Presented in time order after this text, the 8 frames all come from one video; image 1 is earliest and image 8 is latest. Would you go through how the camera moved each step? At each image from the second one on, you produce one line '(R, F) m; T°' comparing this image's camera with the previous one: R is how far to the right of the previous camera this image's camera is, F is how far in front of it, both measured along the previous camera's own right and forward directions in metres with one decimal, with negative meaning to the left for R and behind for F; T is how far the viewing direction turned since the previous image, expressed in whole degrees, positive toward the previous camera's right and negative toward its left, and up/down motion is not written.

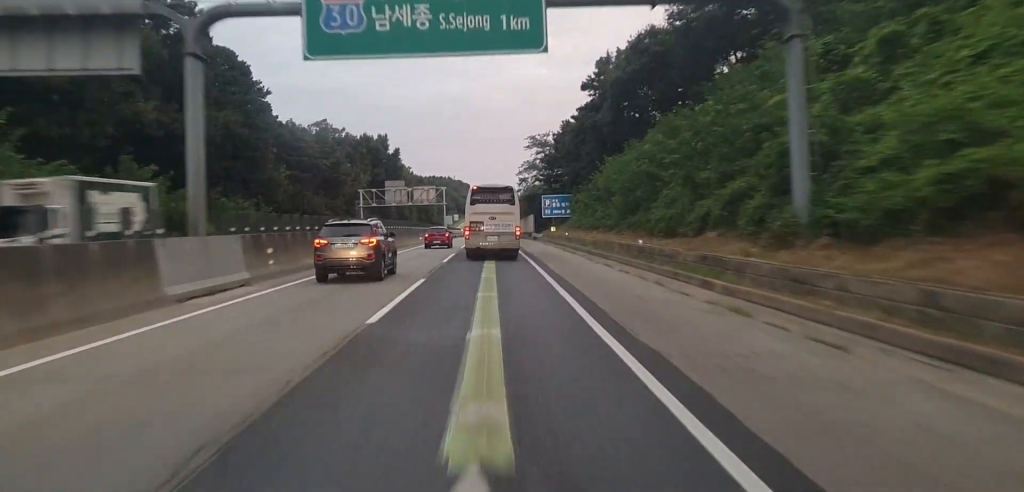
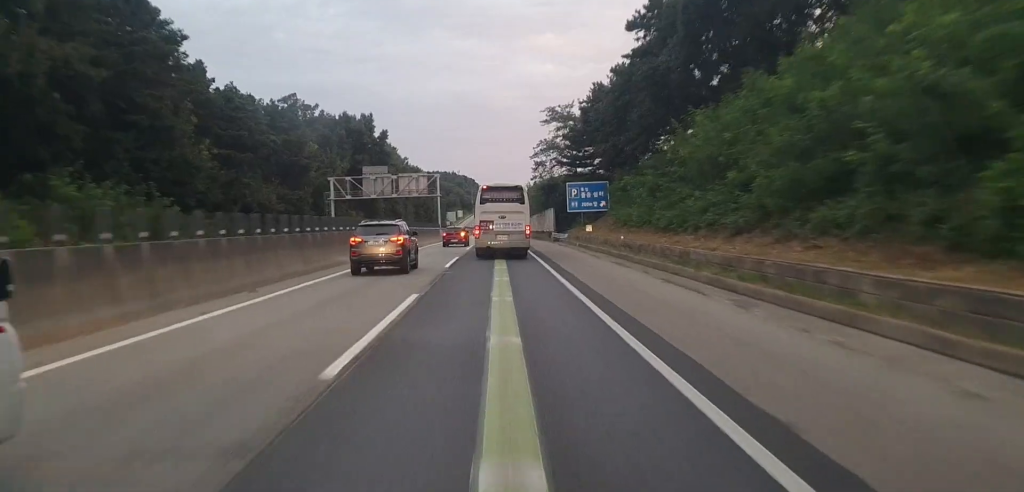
(+0.3, +25.4) m; 0°
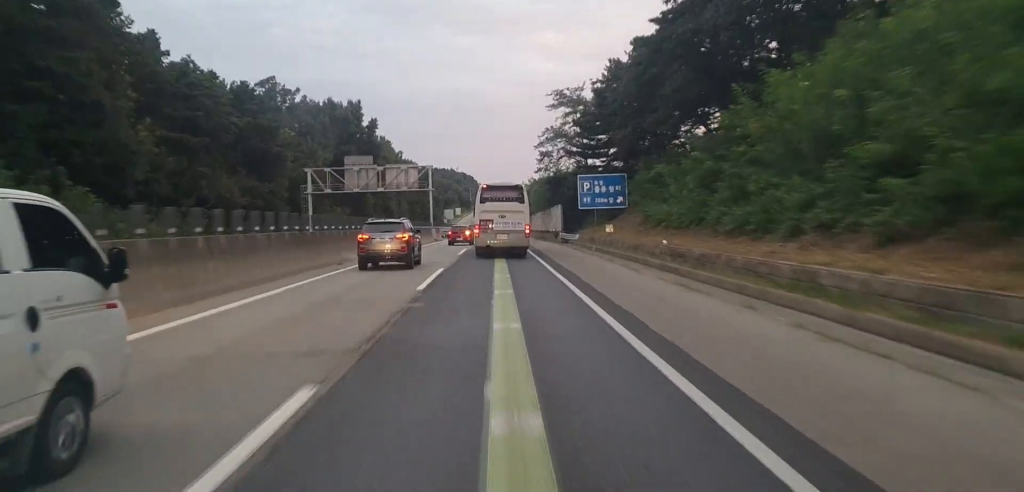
(-0.1, +10.5) m; 0°
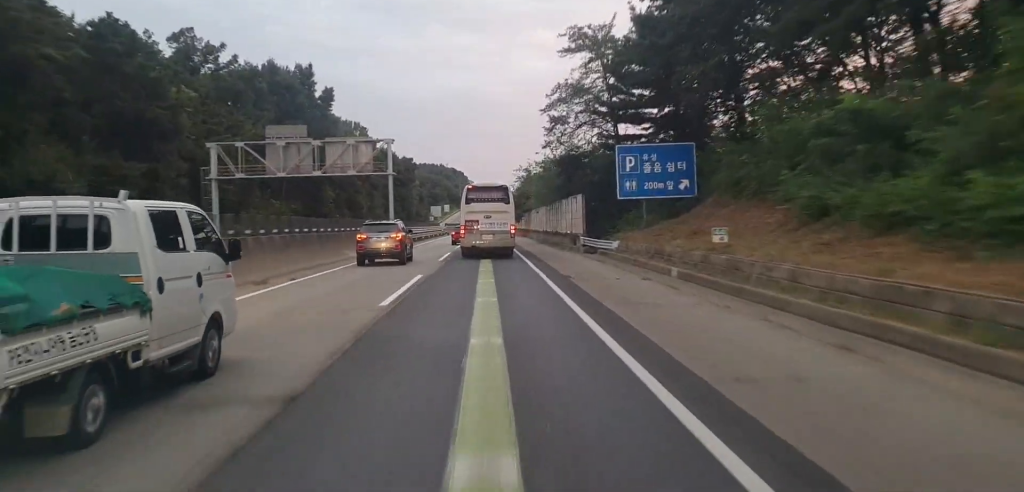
(-0.1, +24.5) m; 0°
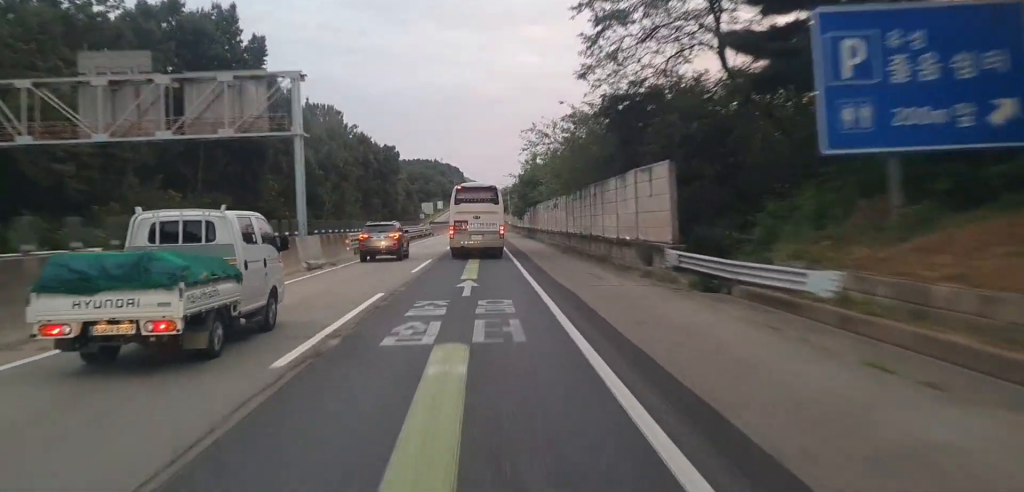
(0.0, +25.1) m; 0°
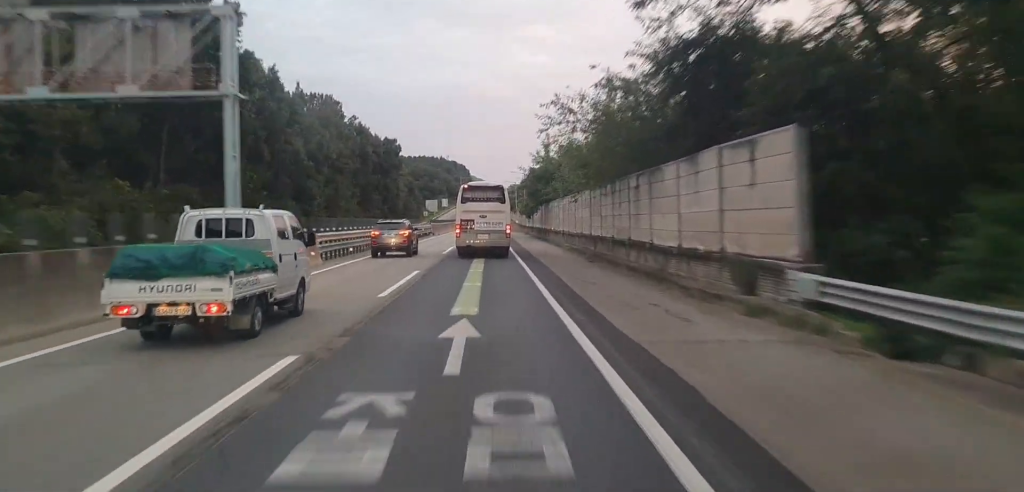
(0.0, +9.0) m; 0°
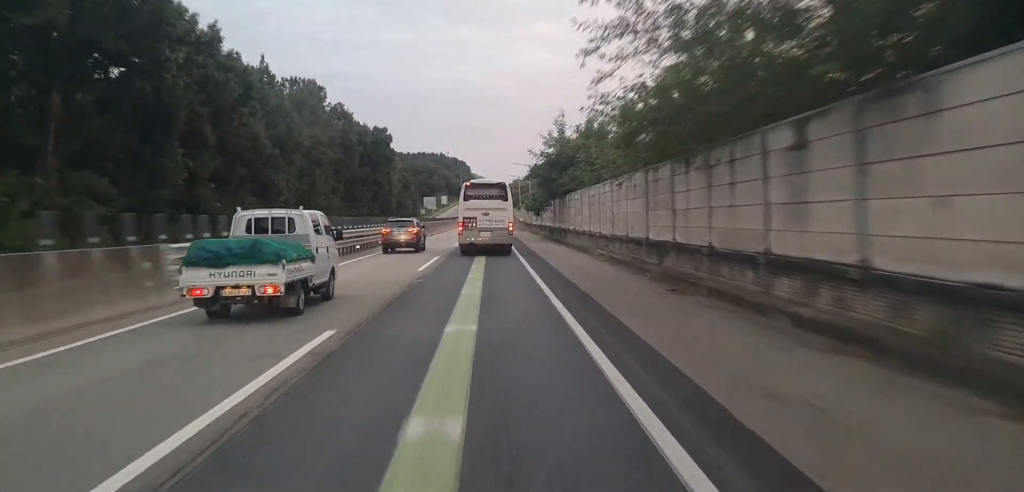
(+0.2, +14.6) m; -1°
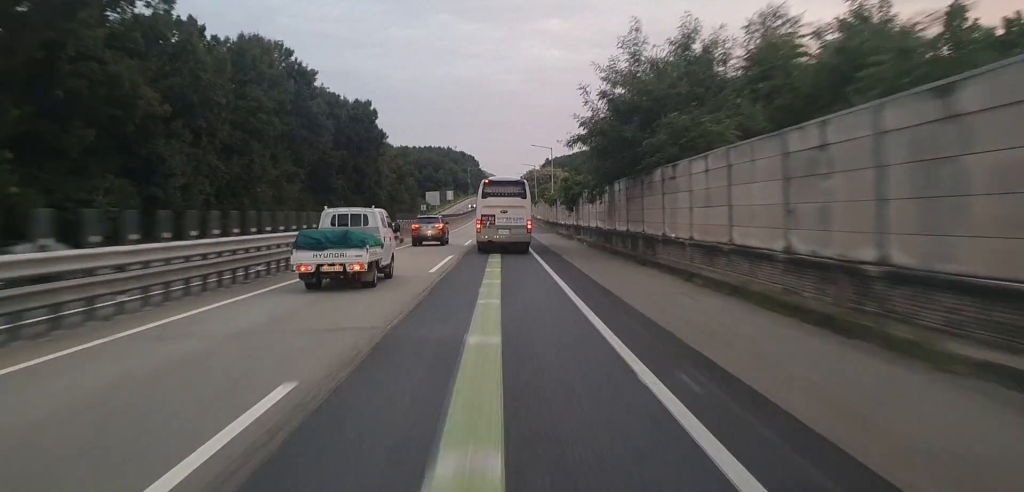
(-0.5, +27.3) m; 0°
